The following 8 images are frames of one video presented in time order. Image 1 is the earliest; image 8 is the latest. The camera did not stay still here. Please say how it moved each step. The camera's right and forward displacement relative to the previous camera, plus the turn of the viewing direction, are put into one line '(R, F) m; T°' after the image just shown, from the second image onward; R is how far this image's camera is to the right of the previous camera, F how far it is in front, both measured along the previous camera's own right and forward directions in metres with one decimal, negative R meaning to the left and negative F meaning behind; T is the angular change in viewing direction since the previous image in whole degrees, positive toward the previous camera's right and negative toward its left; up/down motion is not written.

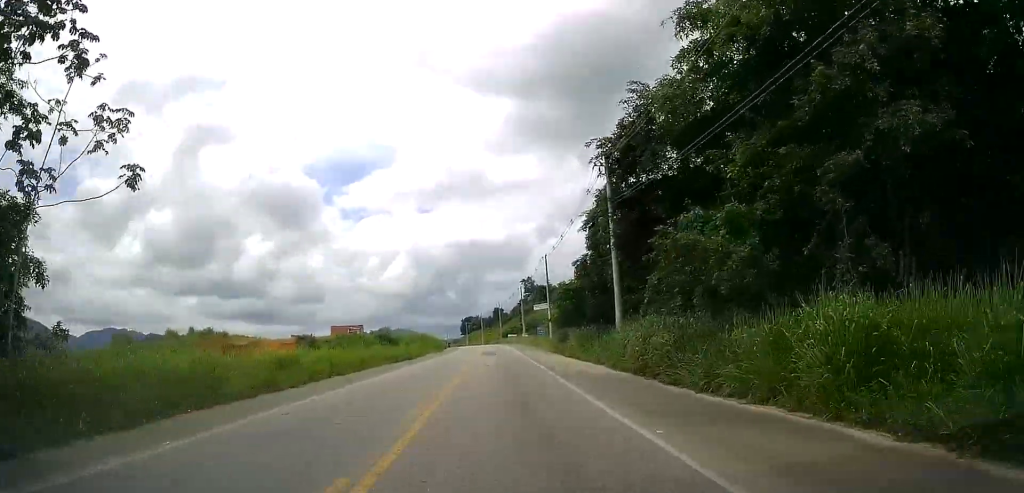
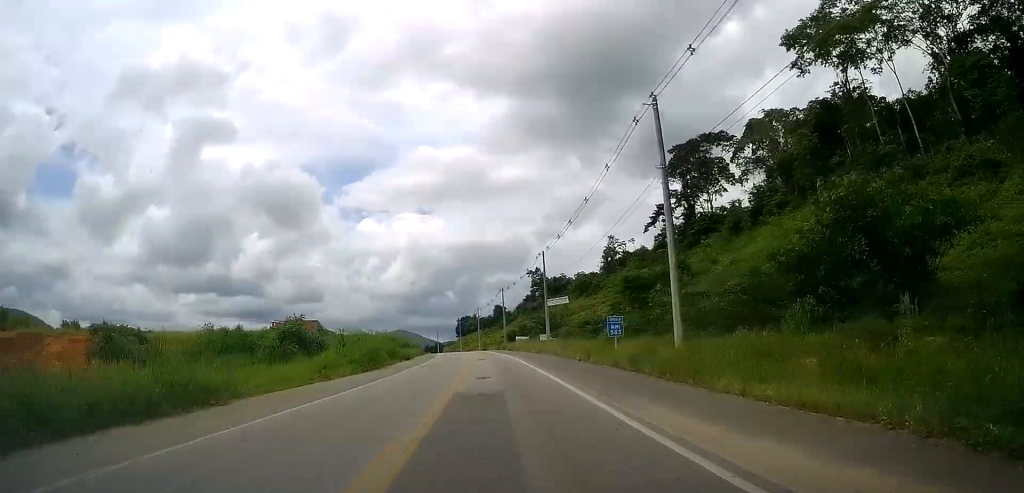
(0.0, +46.1) m; -1°
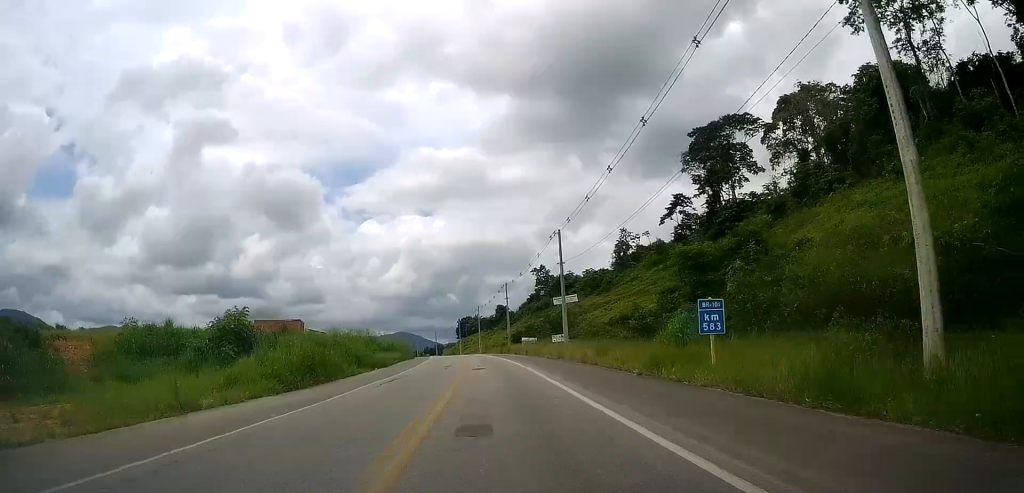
(-0.3, +13.4) m; 0°
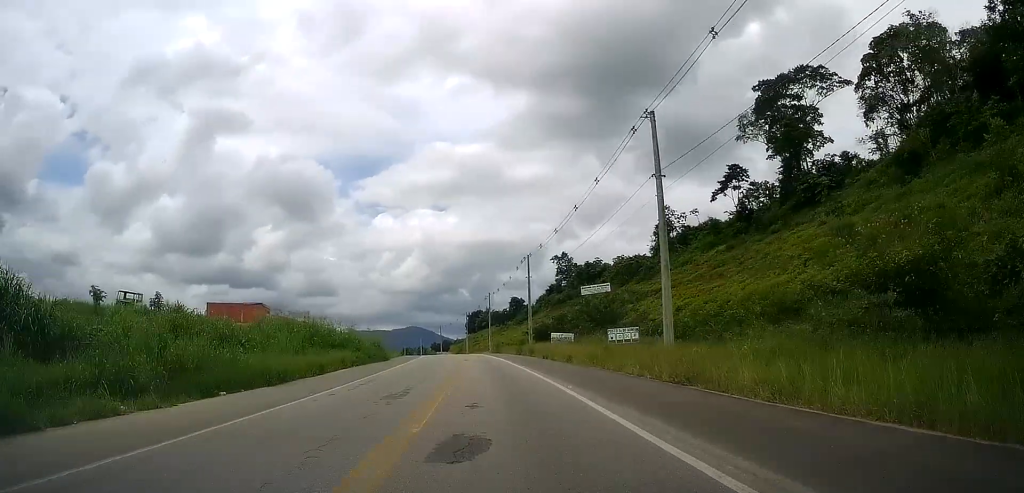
(+0.5, +26.0) m; +1°
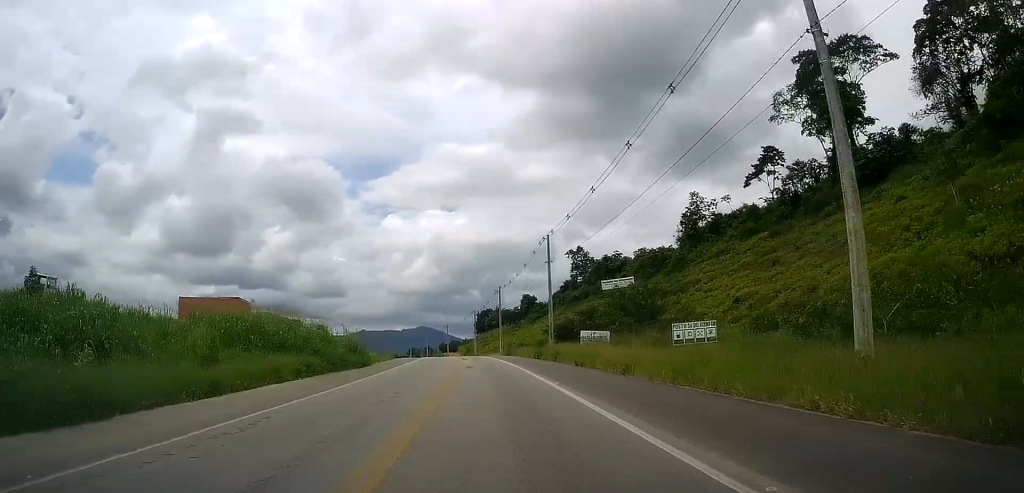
(0.0, +12.2) m; -1°
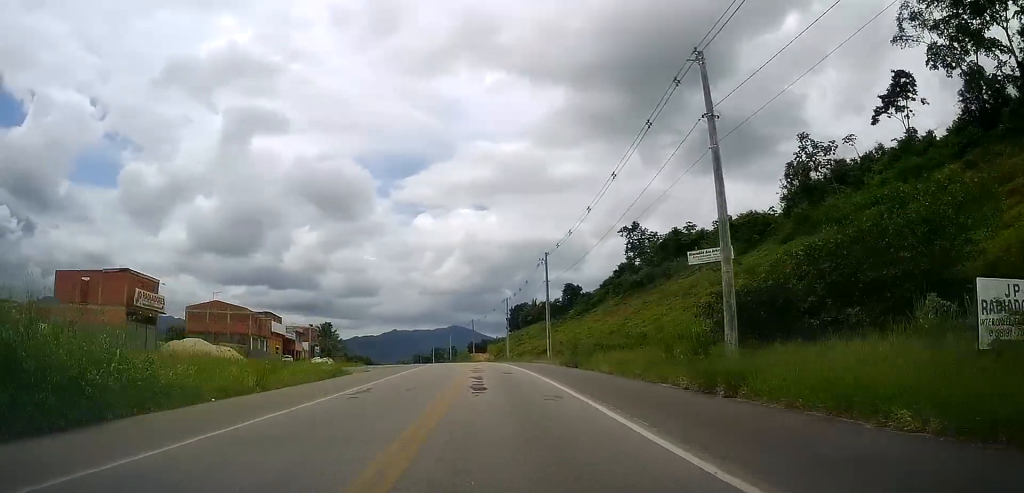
(-1.3, +33.1) m; -3°
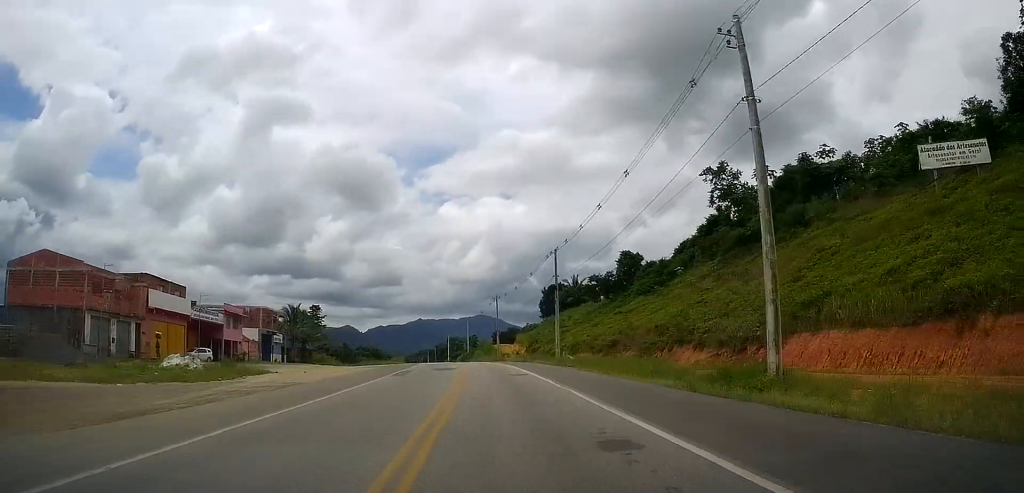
(-0.1, +41.5) m; -2°
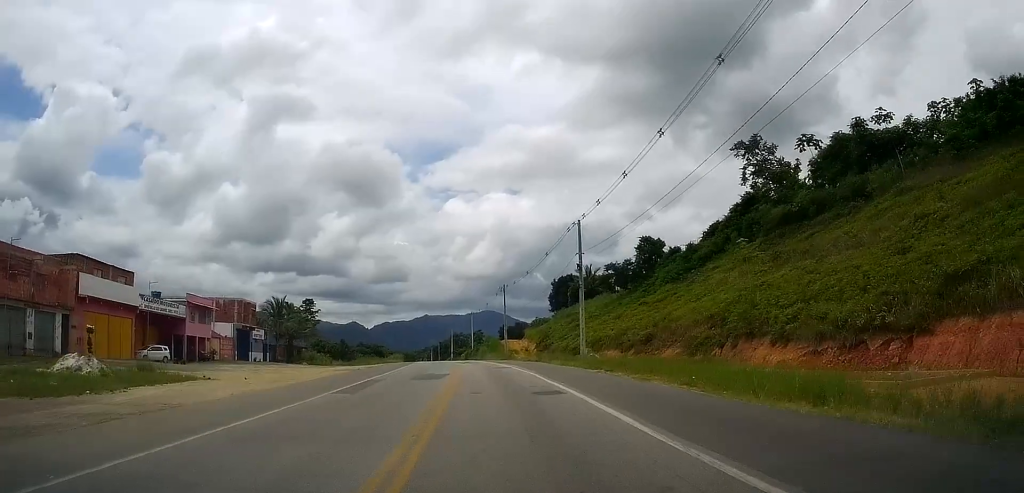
(-0.1, +11.6) m; -1°
